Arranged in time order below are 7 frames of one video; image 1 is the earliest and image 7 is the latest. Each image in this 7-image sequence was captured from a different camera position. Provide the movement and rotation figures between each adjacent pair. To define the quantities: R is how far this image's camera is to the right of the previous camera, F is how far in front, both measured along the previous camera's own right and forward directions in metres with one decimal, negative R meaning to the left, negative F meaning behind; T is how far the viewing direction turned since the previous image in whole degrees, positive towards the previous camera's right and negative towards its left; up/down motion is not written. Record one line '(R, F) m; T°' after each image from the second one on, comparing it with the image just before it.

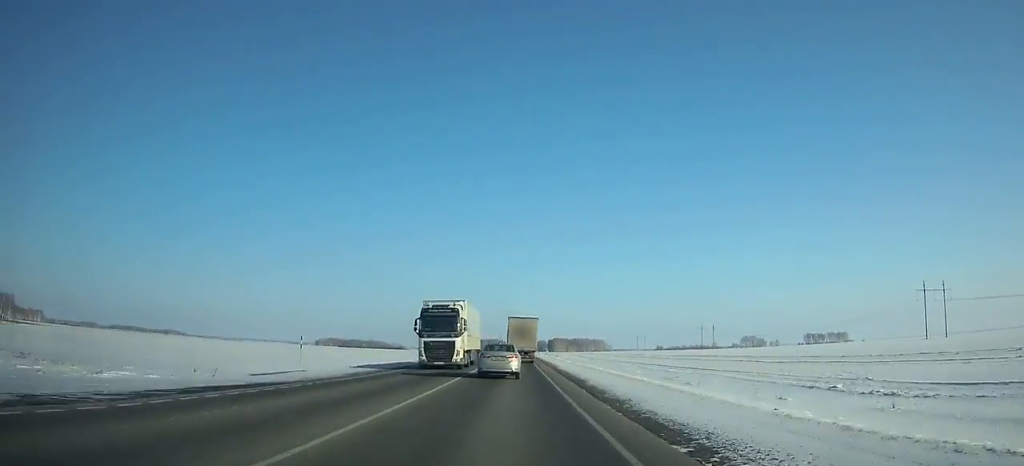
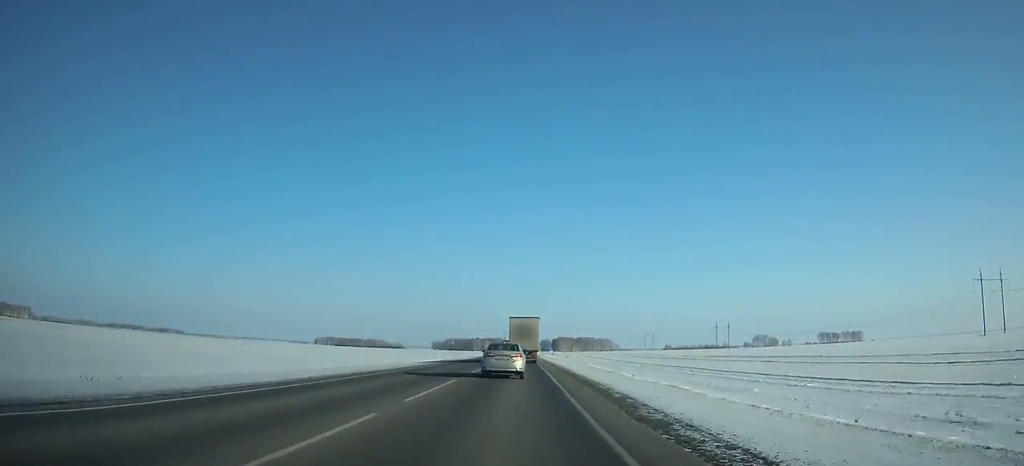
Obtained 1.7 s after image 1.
(-0.1, +39.8) m; 0°
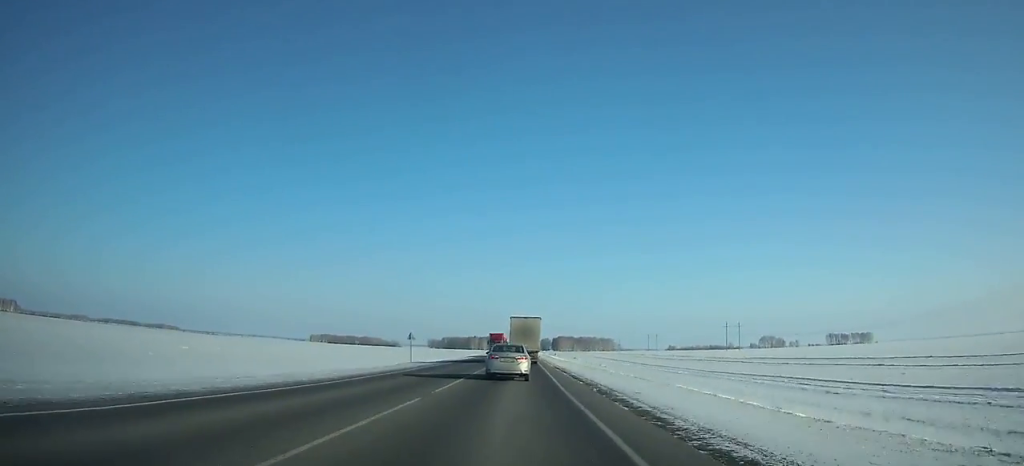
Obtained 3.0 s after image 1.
(-0.1, +30.6) m; 0°
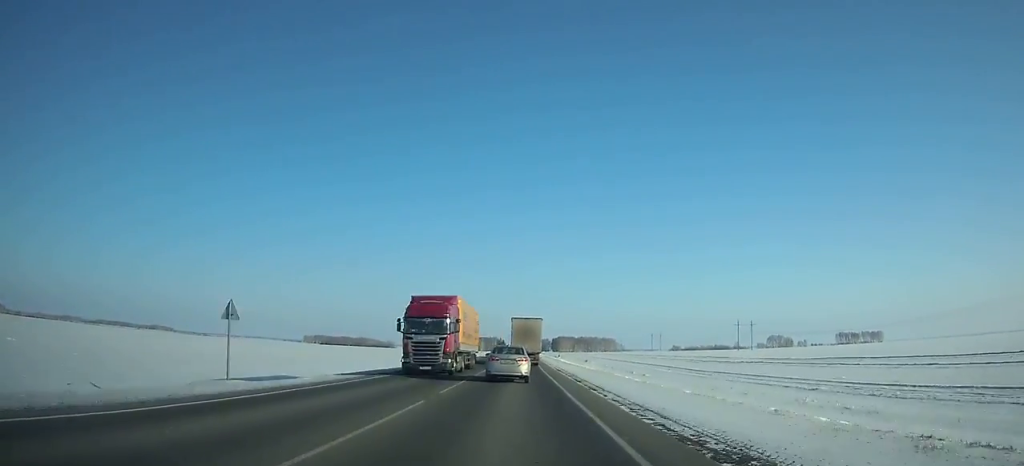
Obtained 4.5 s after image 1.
(-0.1, +35.2) m; 0°
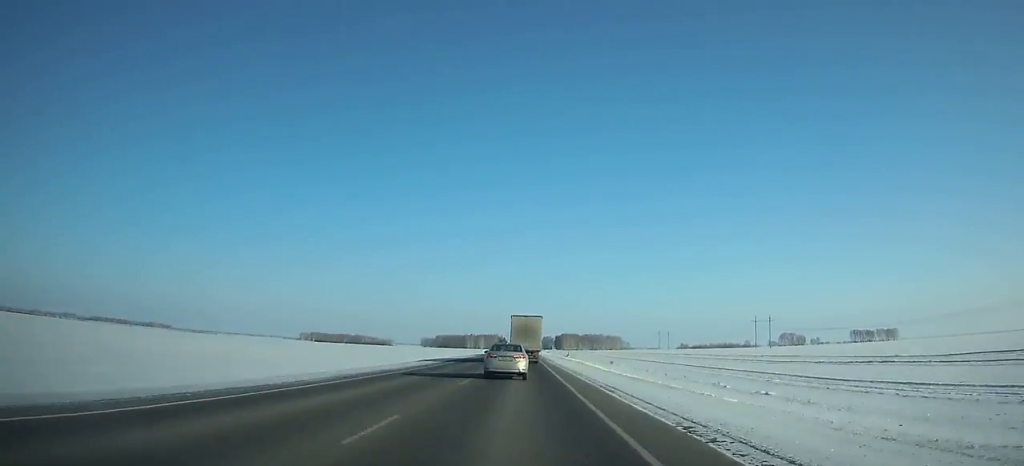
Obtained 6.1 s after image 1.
(+0.1, +37.6) m; 0°
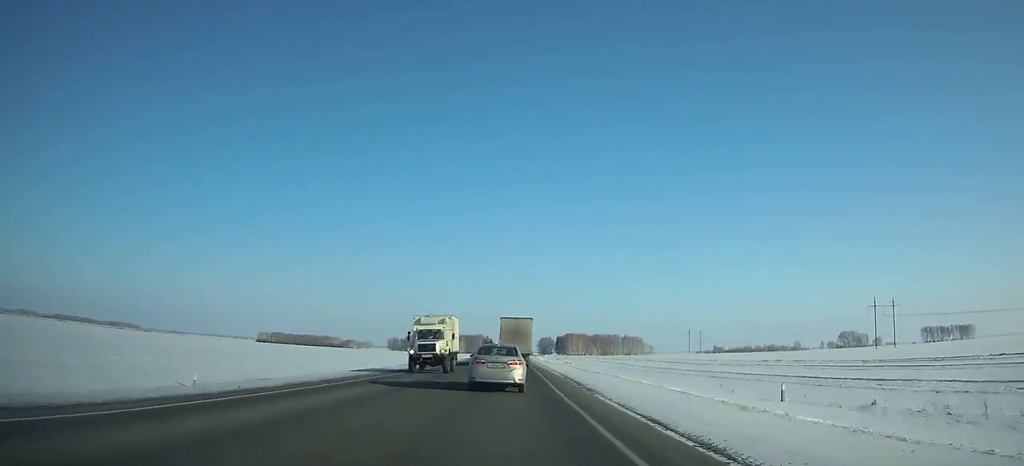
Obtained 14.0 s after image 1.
(+0.5, +184.4) m; 0°
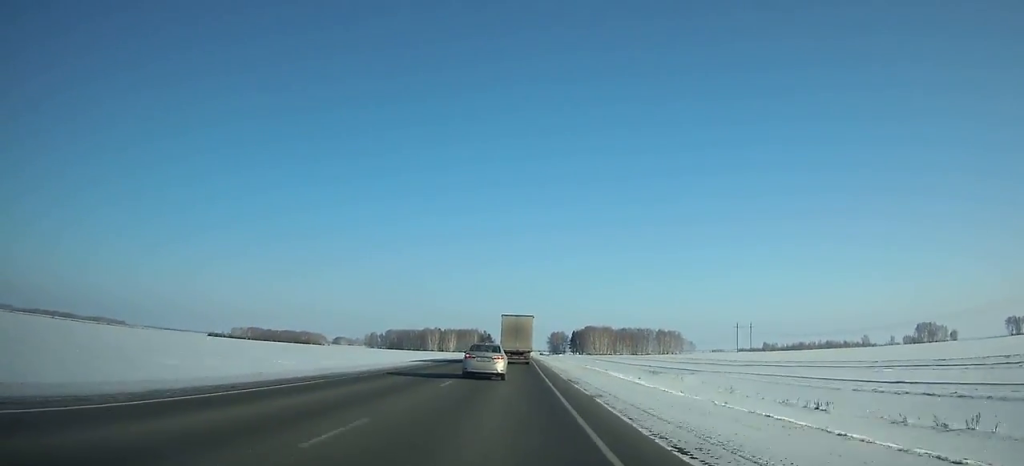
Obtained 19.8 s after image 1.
(0.0, +139.9) m; 0°
